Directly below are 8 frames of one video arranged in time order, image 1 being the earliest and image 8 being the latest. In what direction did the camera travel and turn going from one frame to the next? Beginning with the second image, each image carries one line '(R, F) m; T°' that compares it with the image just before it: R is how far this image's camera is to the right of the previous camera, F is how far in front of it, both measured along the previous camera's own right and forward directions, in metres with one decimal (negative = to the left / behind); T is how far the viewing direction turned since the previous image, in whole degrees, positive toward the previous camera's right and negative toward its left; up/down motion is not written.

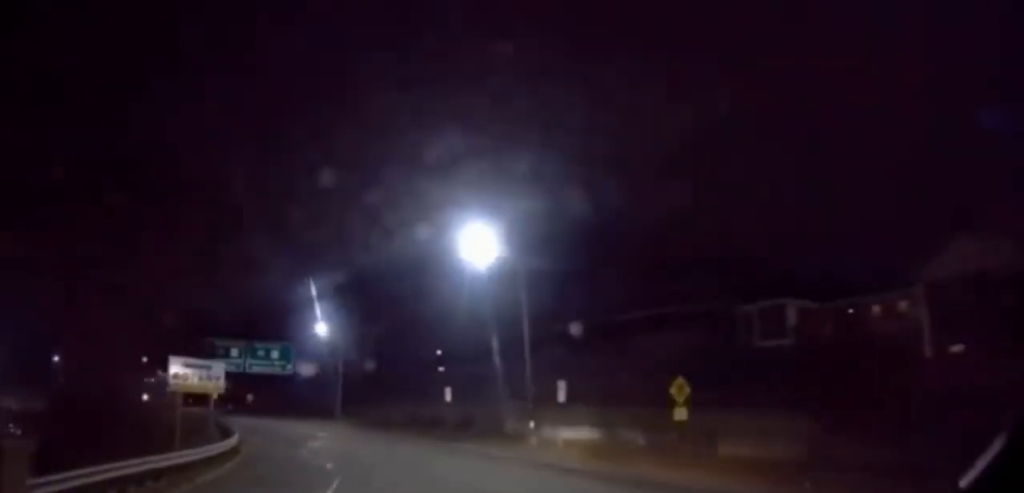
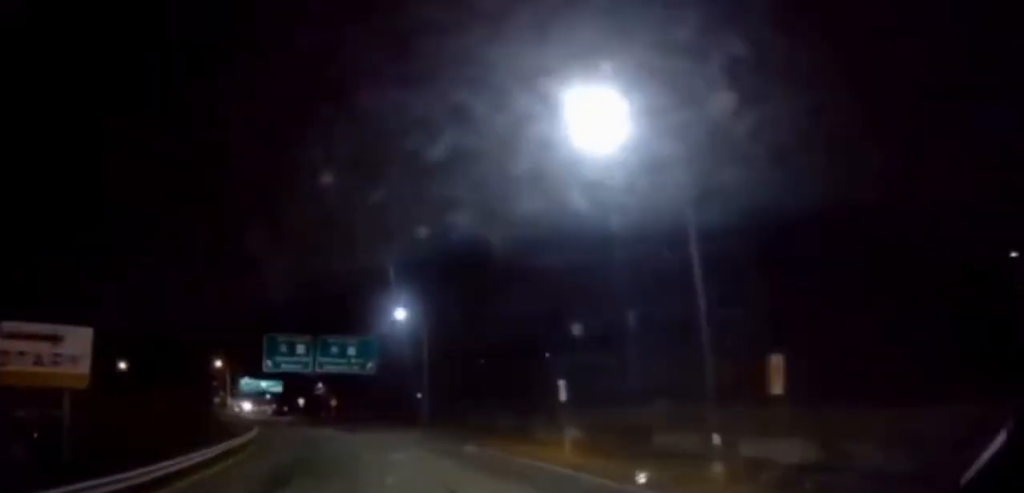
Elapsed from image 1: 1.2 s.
(-2.6, +12.3) m; -23°
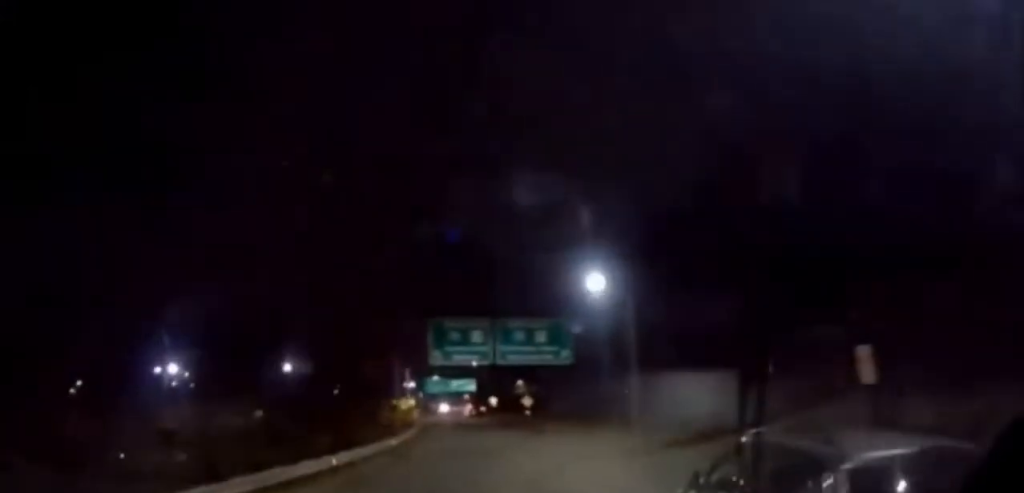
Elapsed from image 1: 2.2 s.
(-1.1, +10.8) m; -14°
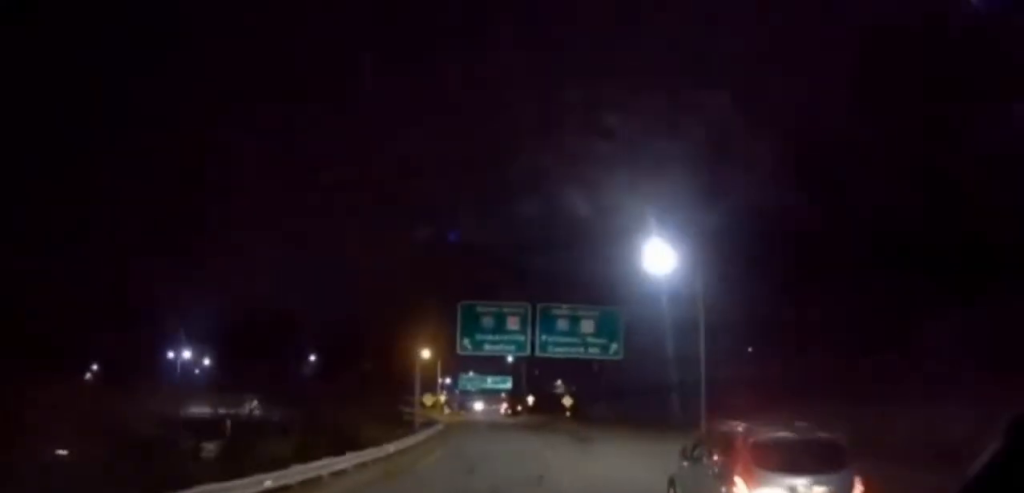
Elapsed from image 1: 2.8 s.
(-0.1, +6.4) m; -7°
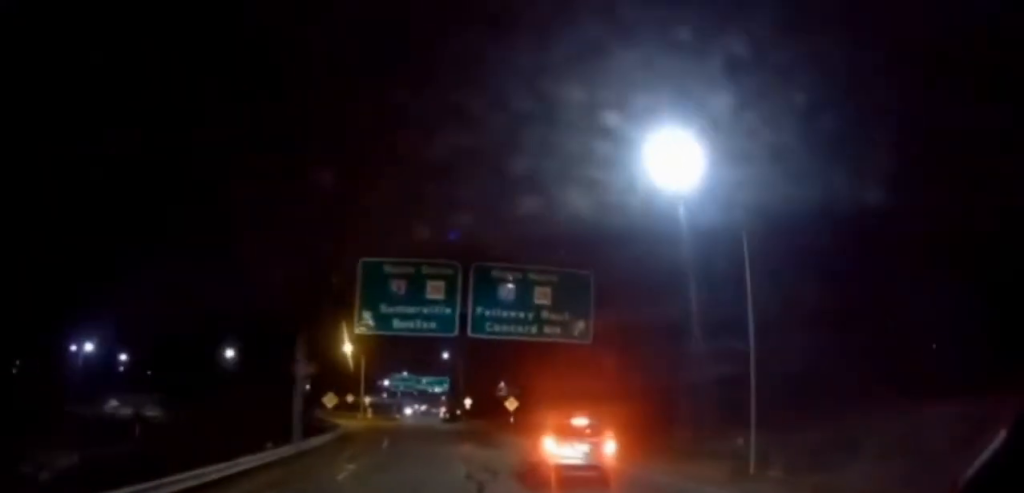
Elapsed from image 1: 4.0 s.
(-2.4, +13.4) m; -9°
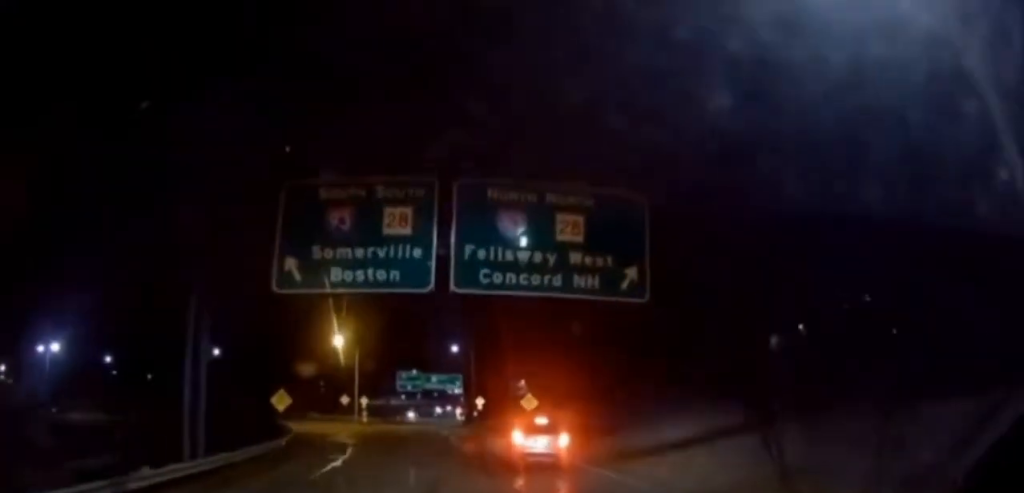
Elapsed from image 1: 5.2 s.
(+0.1, +12.6) m; +1°
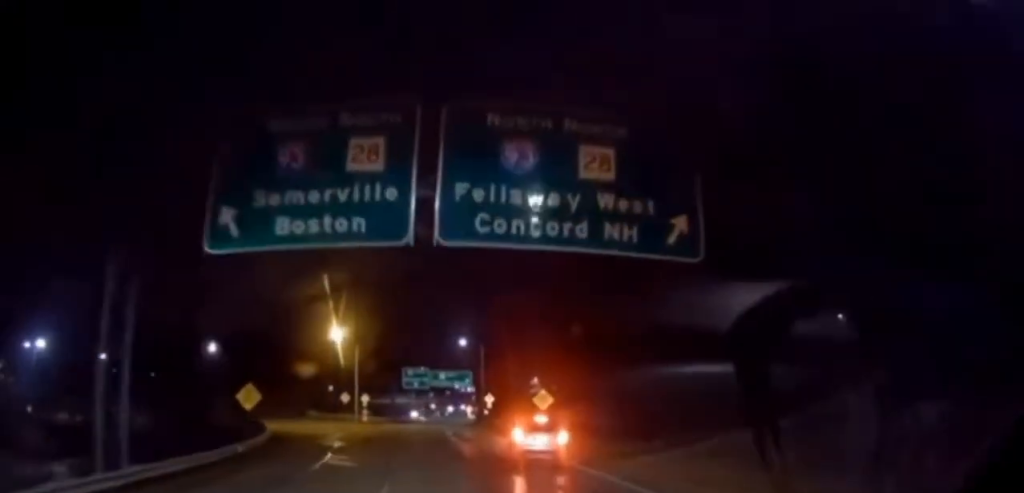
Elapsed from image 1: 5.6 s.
(0.0, +5.2) m; 0°
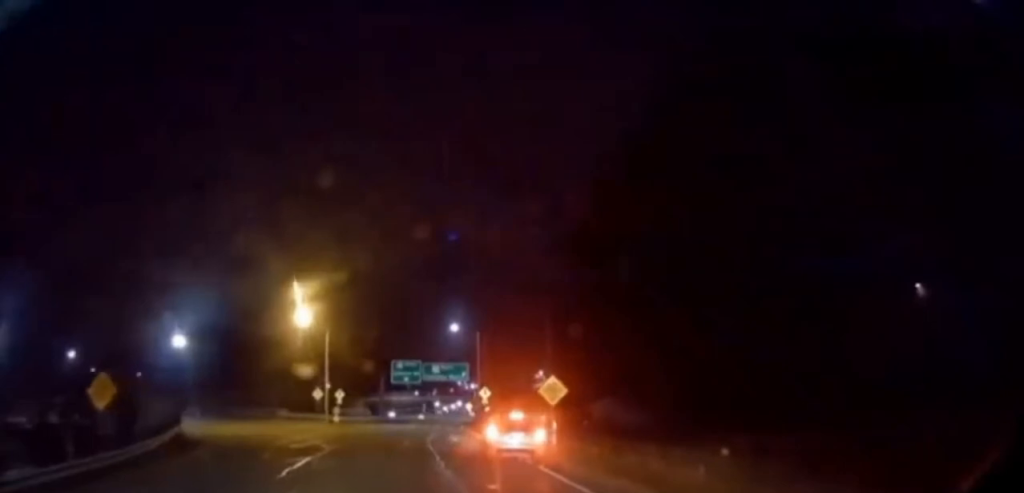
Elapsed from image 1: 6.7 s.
(0.0, +11.8) m; -1°
